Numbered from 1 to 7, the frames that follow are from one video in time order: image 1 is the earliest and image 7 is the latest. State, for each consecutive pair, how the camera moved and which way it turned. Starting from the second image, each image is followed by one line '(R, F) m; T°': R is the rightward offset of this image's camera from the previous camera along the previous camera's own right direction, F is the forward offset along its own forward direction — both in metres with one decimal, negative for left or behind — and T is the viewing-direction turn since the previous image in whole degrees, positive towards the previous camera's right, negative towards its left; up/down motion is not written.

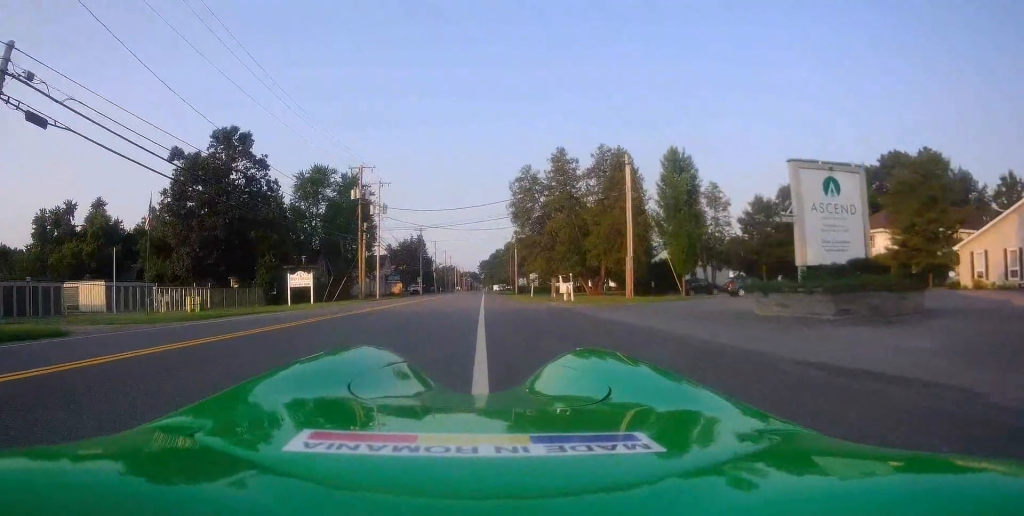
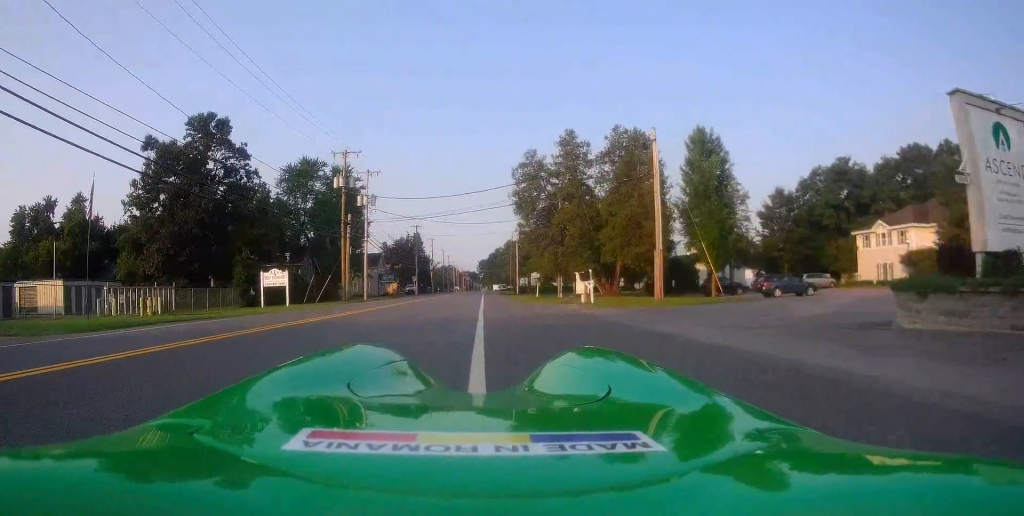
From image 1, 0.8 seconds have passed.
(-0.1, +6.1) m; -1°
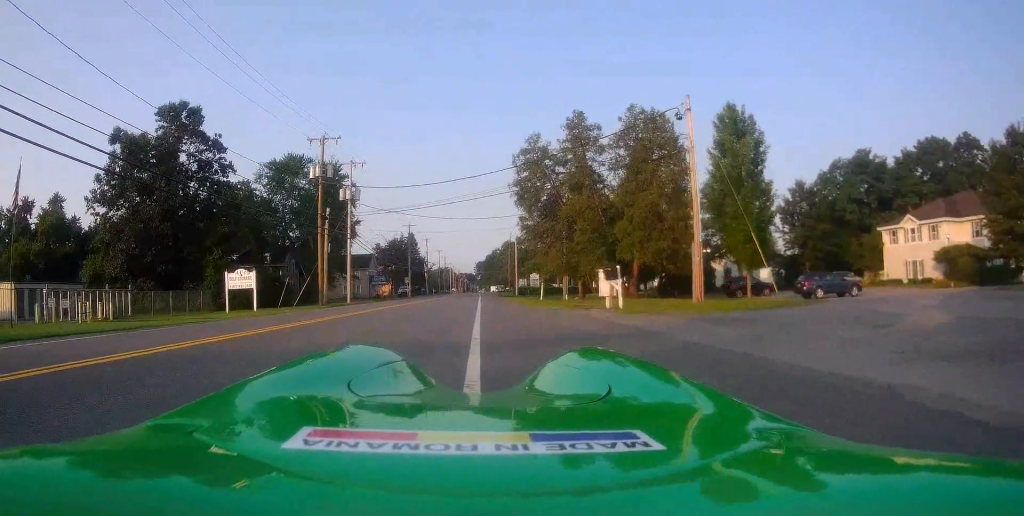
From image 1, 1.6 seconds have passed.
(-0.1, +5.8) m; 0°
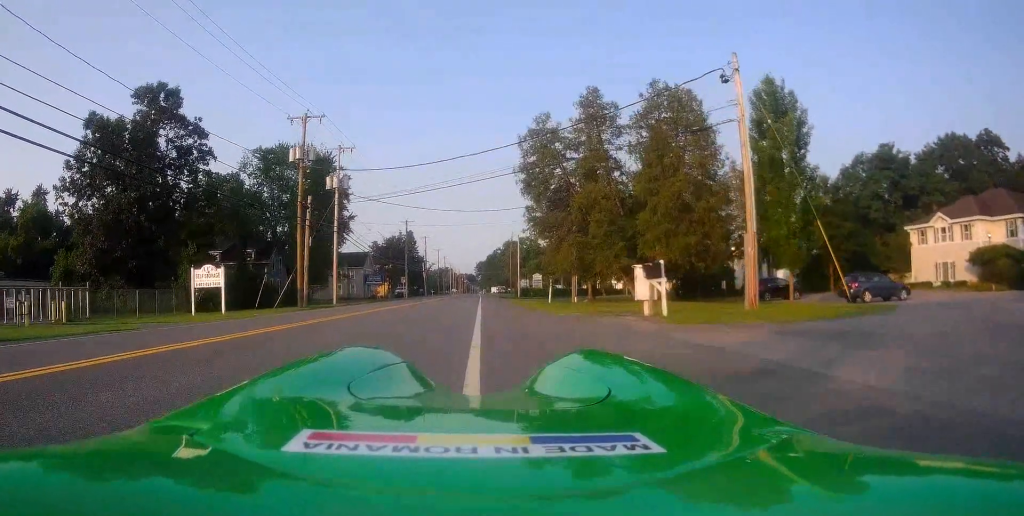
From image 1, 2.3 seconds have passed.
(+0.1, +4.8) m; +2°
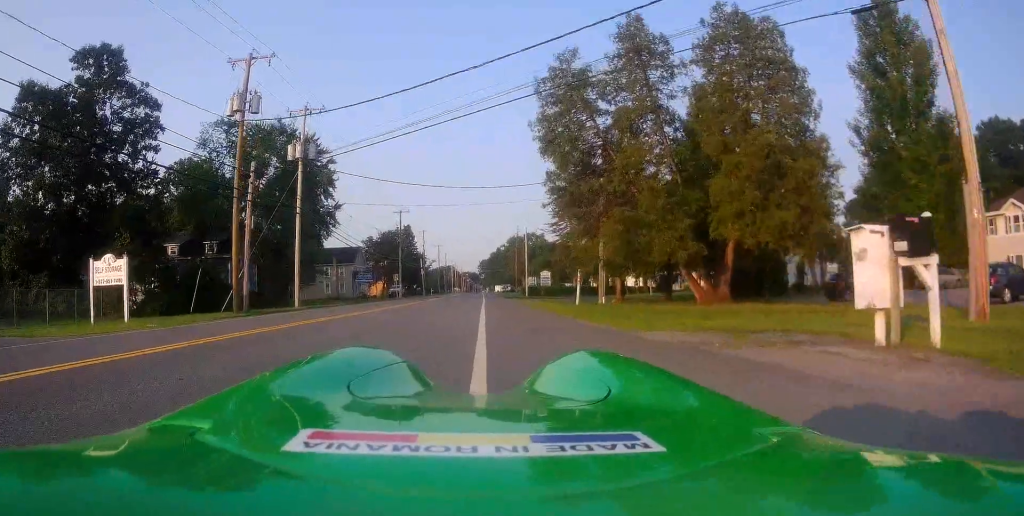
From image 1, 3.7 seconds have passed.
(-0.3, +10.2) m; -6°
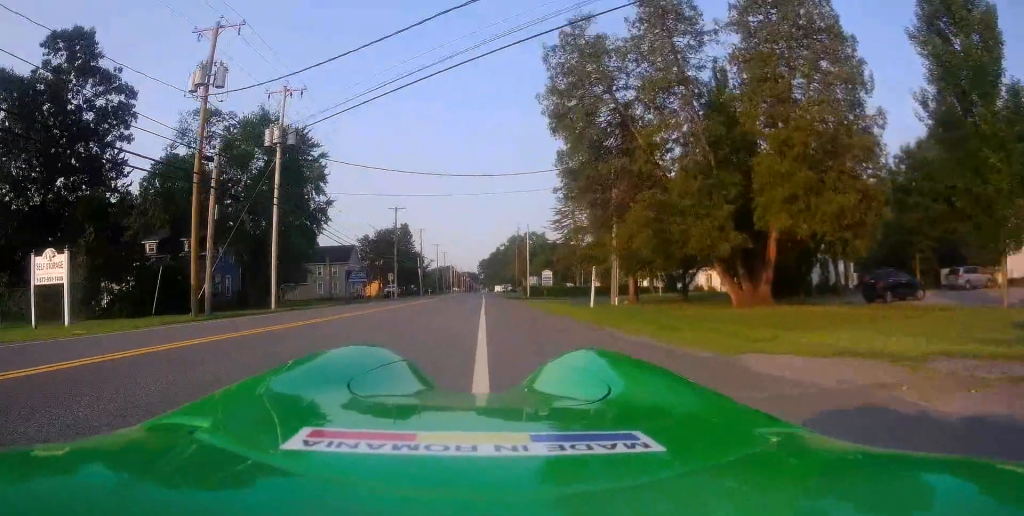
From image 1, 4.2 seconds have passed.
(-0.5, +4.0) m; 0°
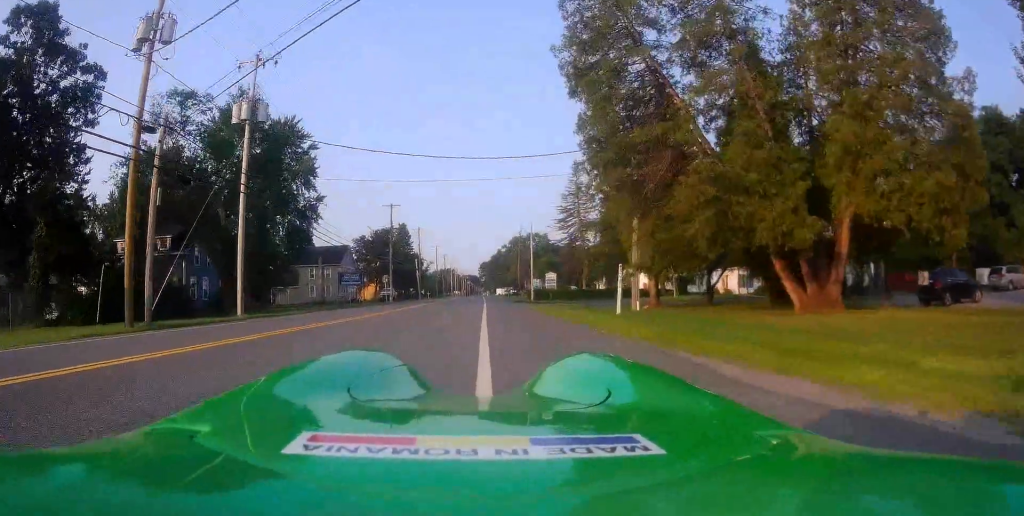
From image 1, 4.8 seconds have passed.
(+0.1, +4.6) m; +1°
